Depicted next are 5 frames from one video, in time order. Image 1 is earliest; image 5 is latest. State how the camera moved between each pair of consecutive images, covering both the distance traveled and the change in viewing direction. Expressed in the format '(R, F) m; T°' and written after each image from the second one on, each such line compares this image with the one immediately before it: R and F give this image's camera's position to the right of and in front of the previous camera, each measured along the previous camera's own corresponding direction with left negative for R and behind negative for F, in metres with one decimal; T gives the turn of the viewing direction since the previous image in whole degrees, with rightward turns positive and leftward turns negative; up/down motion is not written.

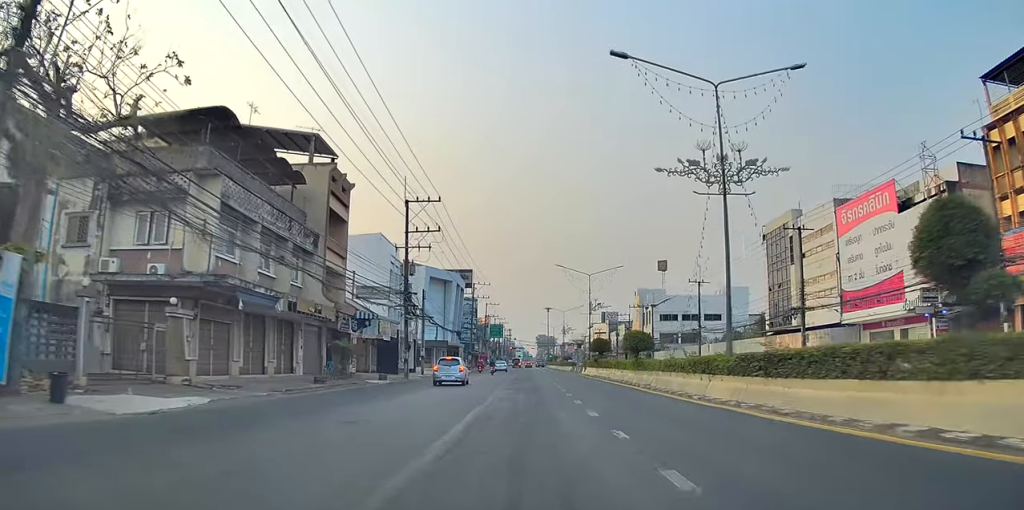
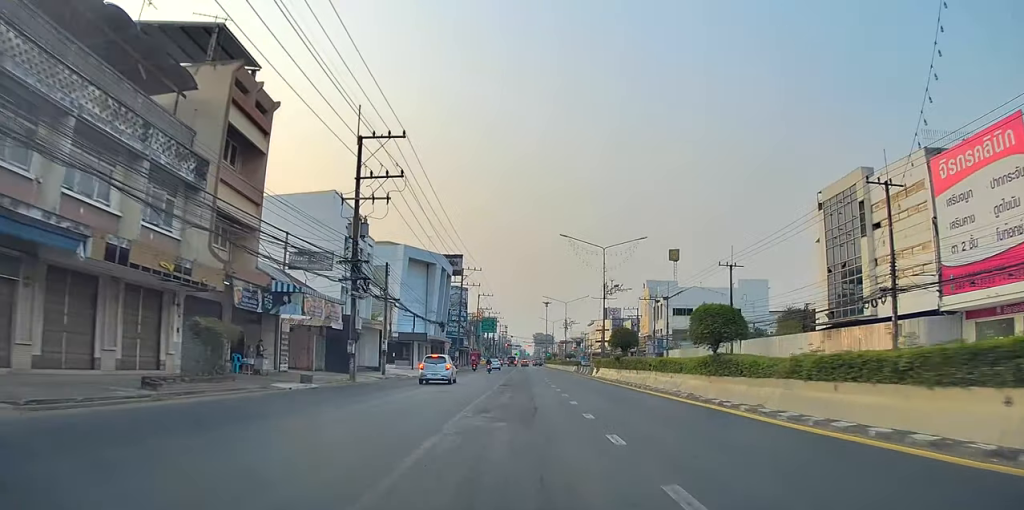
(+0.7, +13.0) m; +3°
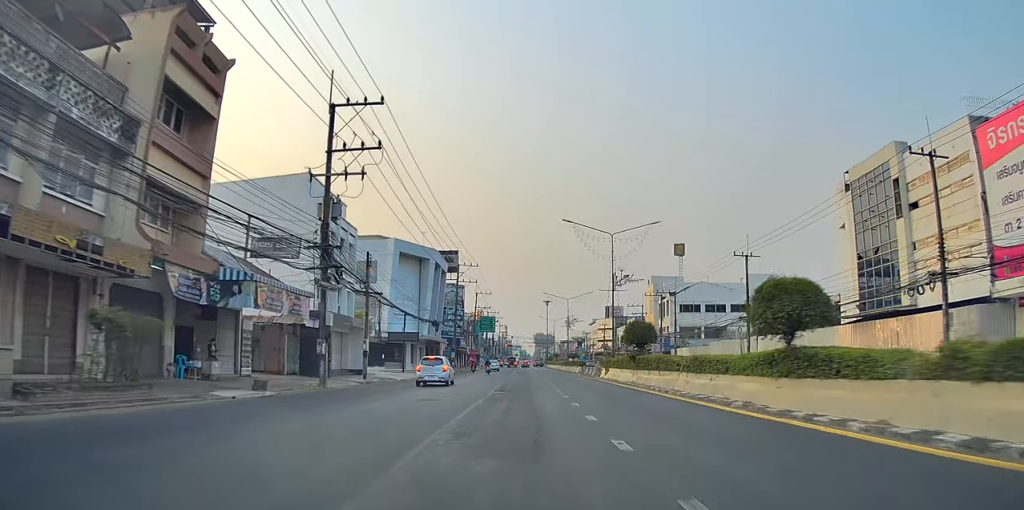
(0.0, +4.8) m; 0°
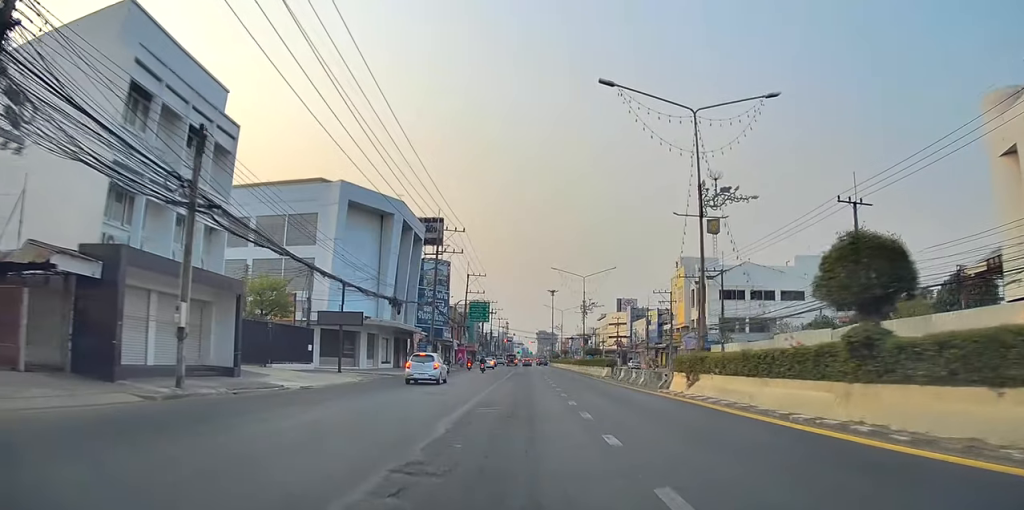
(+0.1, +20.6) m; 0°
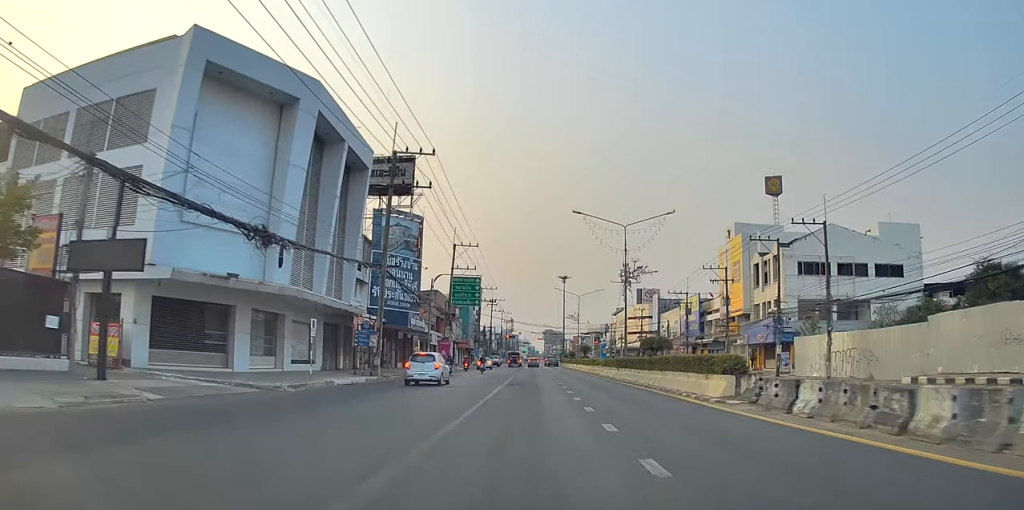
(-0.3, +23.0) m; 0°
